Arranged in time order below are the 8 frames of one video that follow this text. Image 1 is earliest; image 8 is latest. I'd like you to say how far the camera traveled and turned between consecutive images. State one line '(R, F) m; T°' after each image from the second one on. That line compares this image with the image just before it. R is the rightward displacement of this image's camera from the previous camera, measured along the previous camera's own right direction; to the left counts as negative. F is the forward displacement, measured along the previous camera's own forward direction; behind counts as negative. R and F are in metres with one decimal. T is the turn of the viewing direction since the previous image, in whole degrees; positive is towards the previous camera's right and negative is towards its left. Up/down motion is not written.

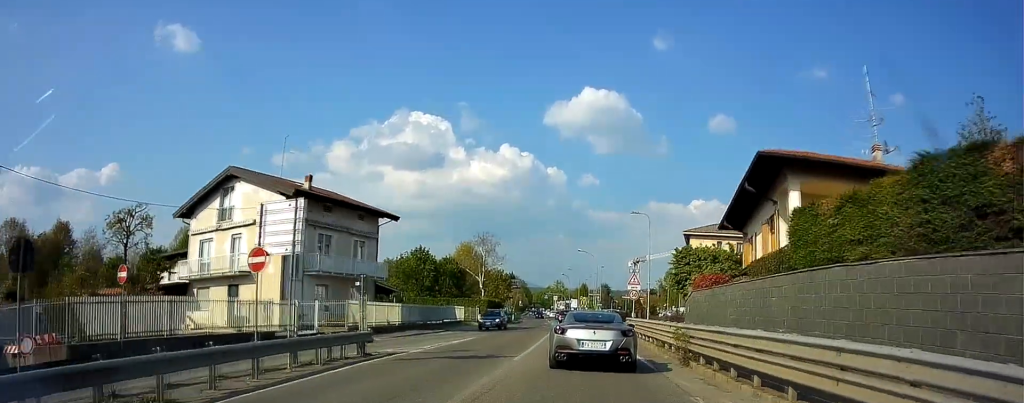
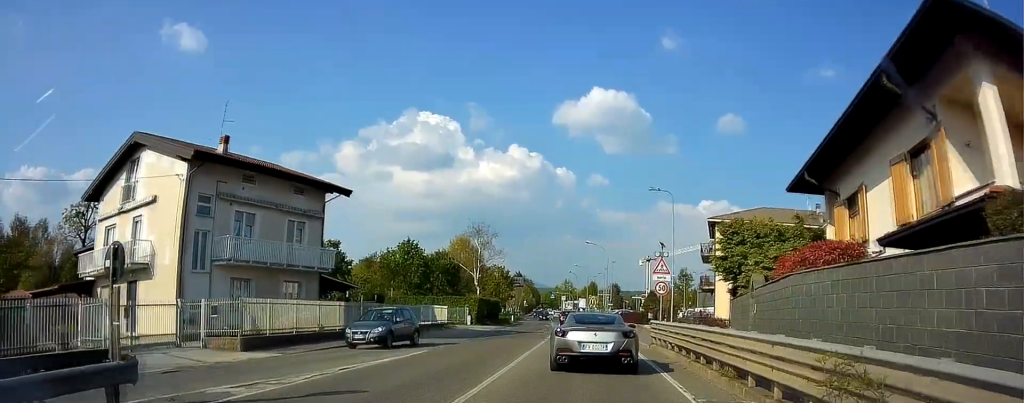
(0.0, +10.3) m; 0°
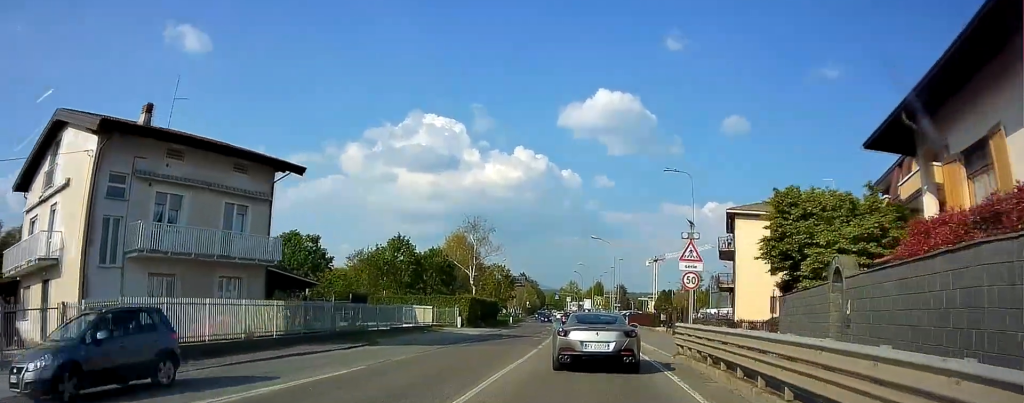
(-0.1, +6.5) m; -1°
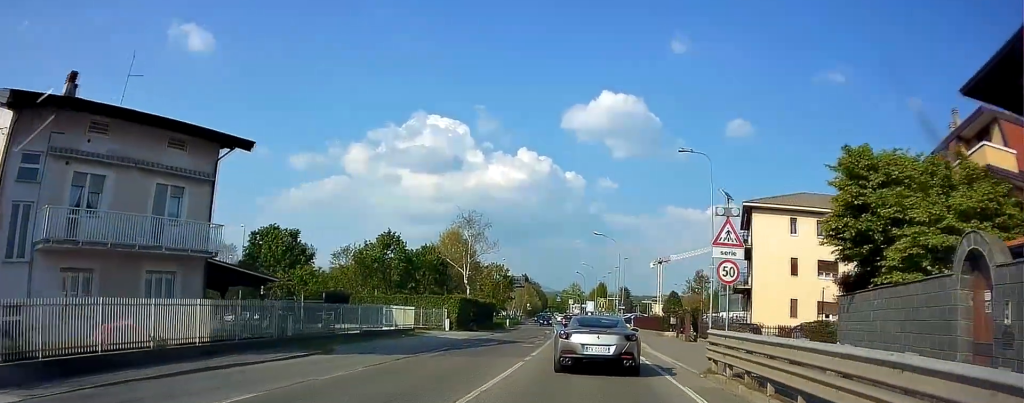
(0.0, +5.1) m; -1°
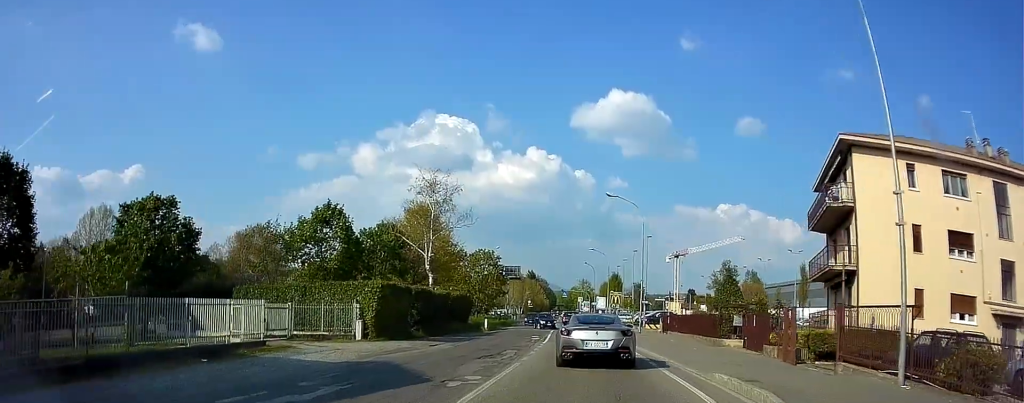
(-0.5, +19.3) m; -2°
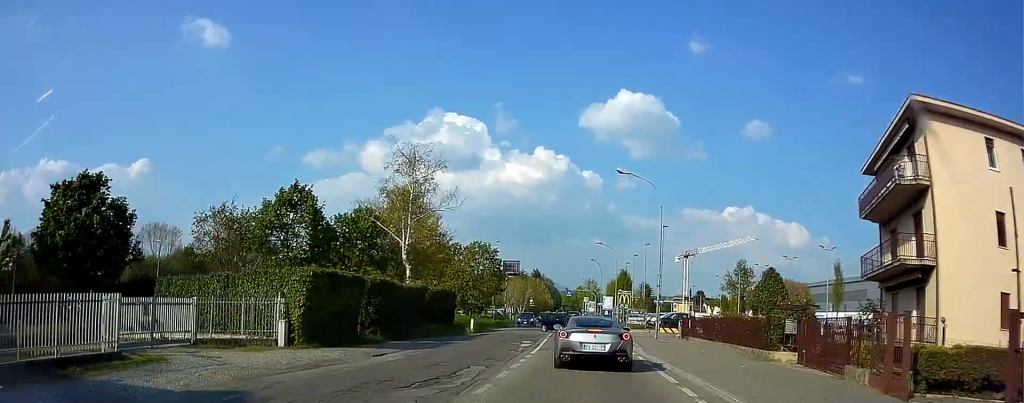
(0.0, +7.5) m; 0°
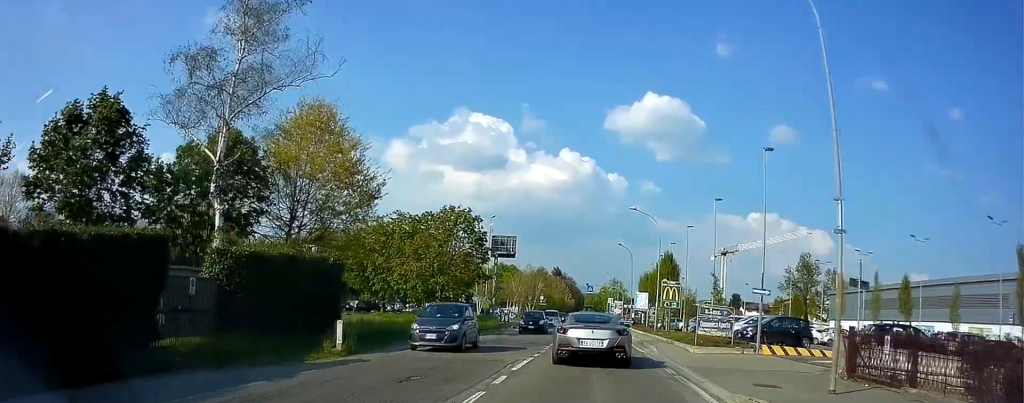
(-0.1, +23.8) m; -2°
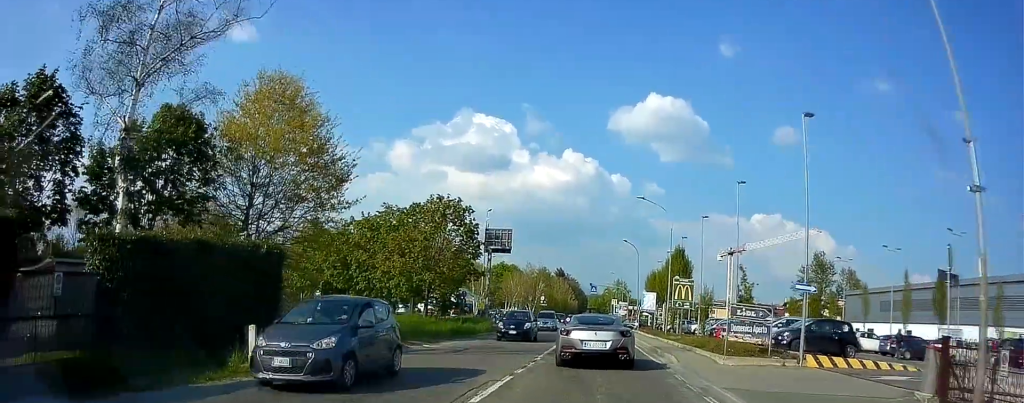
(-0.1, +4.8) m; 0°
